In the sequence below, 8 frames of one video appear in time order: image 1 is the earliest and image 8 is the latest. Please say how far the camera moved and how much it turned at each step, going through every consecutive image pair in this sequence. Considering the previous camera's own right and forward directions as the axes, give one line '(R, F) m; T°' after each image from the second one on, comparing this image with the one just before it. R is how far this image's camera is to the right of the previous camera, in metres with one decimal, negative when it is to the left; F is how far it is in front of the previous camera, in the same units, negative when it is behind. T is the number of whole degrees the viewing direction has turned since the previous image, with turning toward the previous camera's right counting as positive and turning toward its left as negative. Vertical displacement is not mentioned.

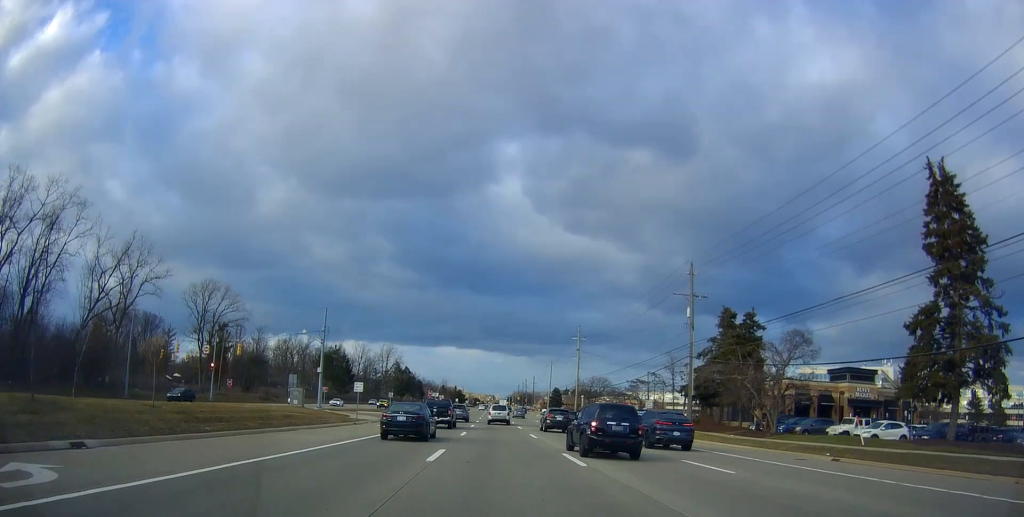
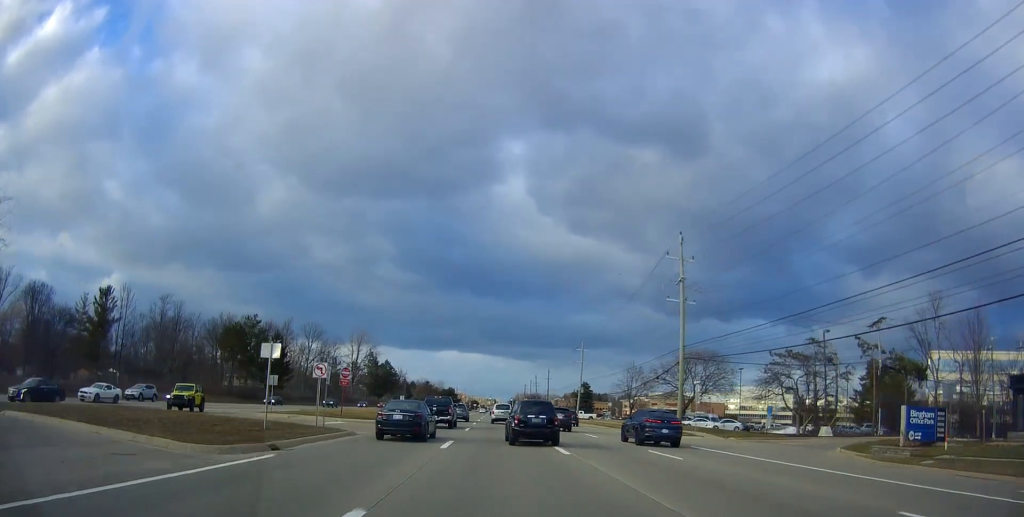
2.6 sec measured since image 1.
(+0.3, +57.2) m; -1°
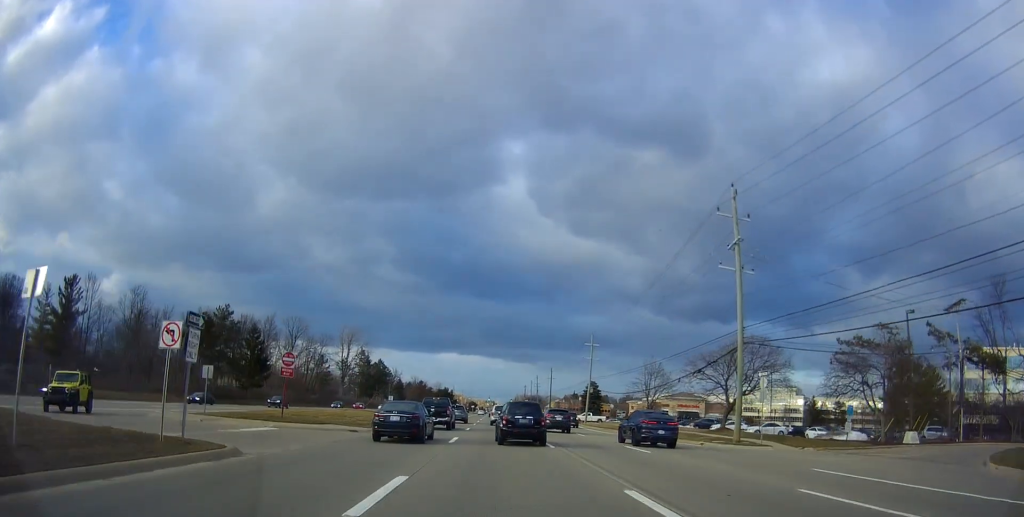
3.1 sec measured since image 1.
(-0.4, +11.9) m; 0°
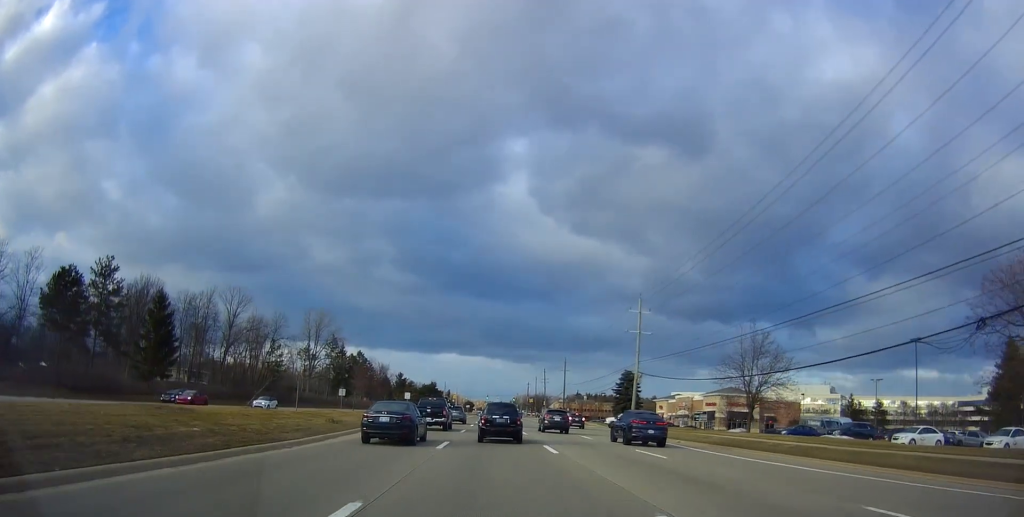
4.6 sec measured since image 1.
(+1.1, +33.8) m; +2°
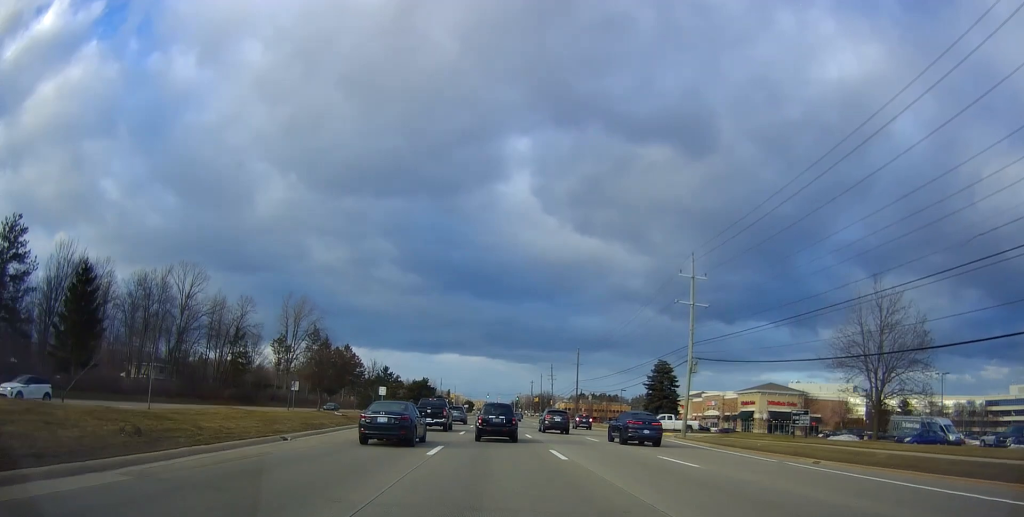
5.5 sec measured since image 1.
(0.0, +18.2) m; -1°
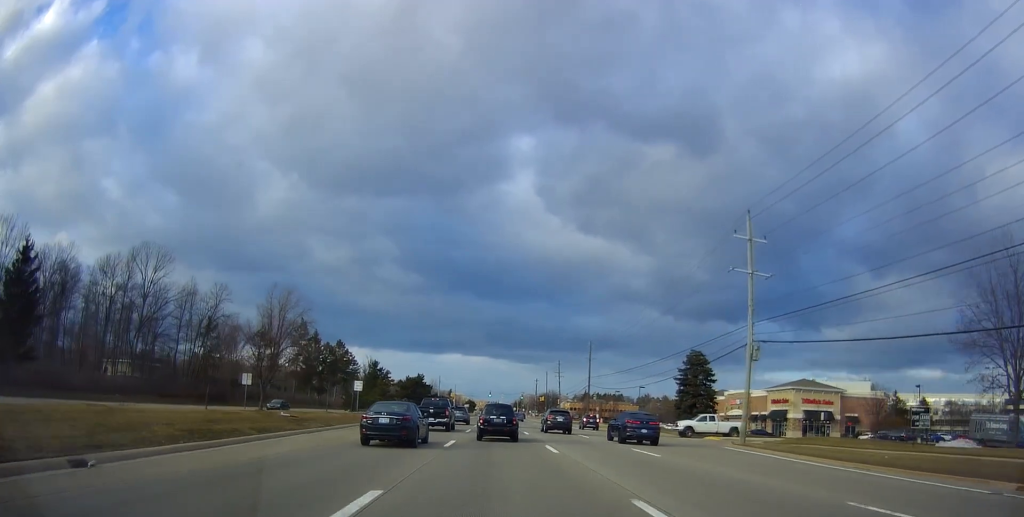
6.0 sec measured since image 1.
(+0.1, +11.6) m; -1°
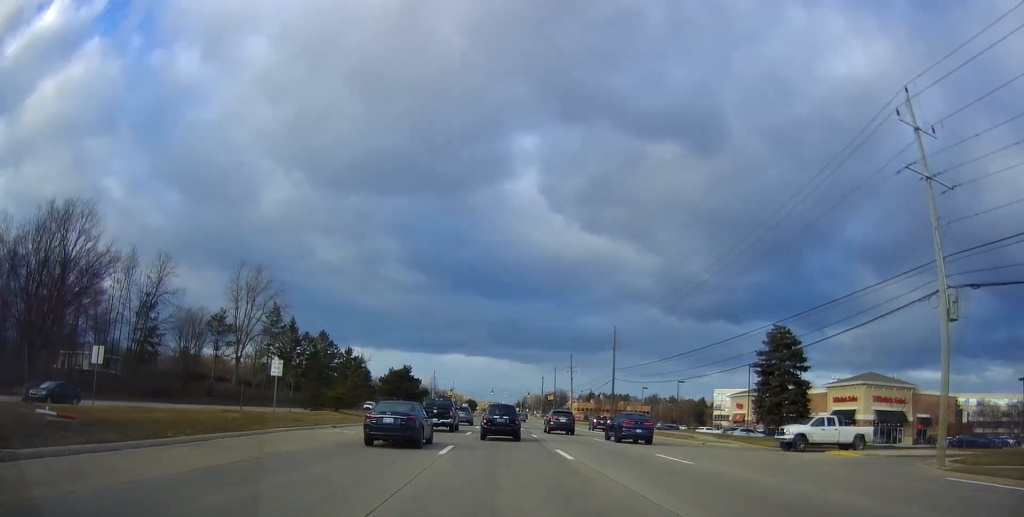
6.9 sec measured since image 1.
(-0.6, +18.8) m; -1°
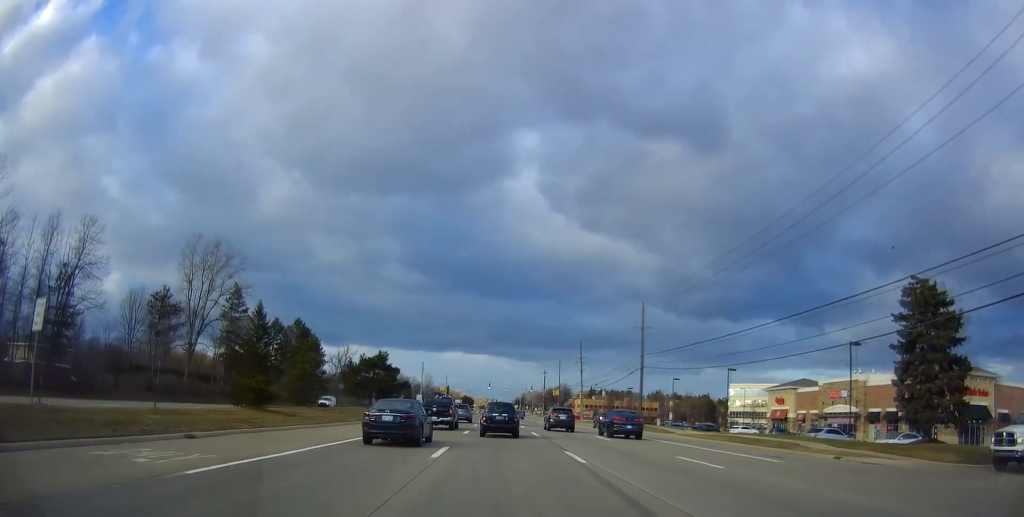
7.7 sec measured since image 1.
(0.0, +17.3) m; +1°
